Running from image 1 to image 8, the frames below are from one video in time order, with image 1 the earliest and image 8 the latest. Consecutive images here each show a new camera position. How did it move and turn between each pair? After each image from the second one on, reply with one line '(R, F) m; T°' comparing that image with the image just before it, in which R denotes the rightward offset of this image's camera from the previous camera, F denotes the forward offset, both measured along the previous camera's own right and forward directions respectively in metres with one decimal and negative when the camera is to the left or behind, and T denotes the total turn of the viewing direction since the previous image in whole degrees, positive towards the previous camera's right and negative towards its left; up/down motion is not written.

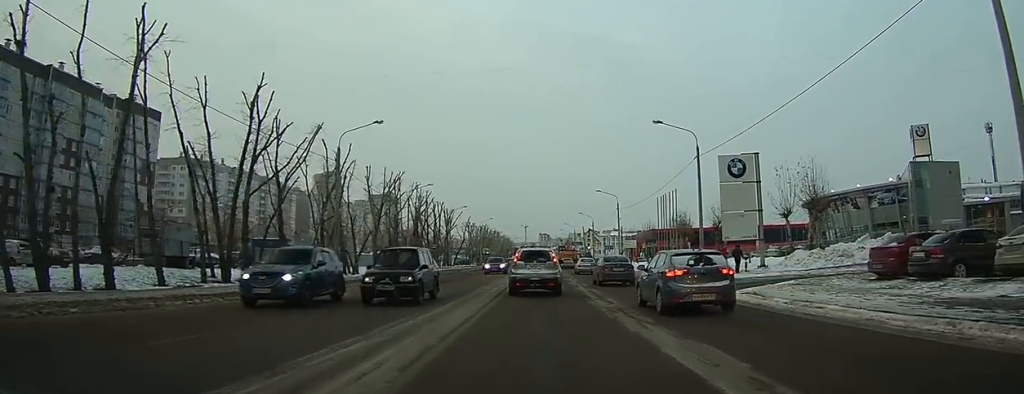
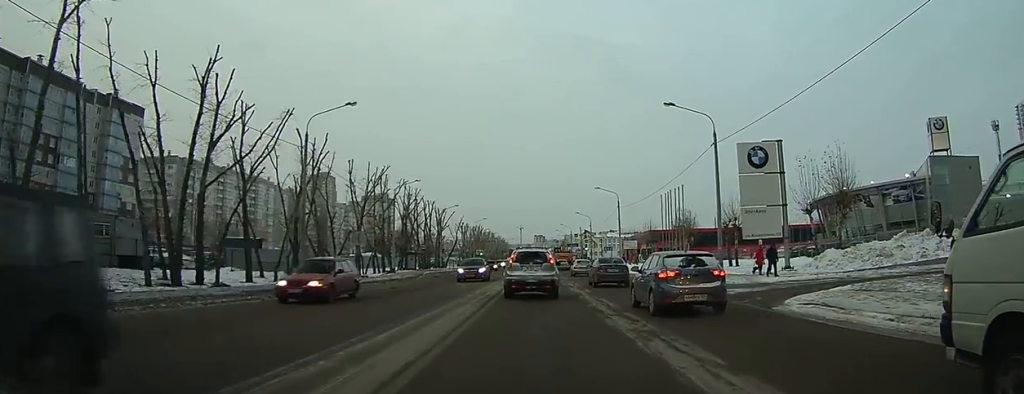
(0.0, +3.6) m; +1°
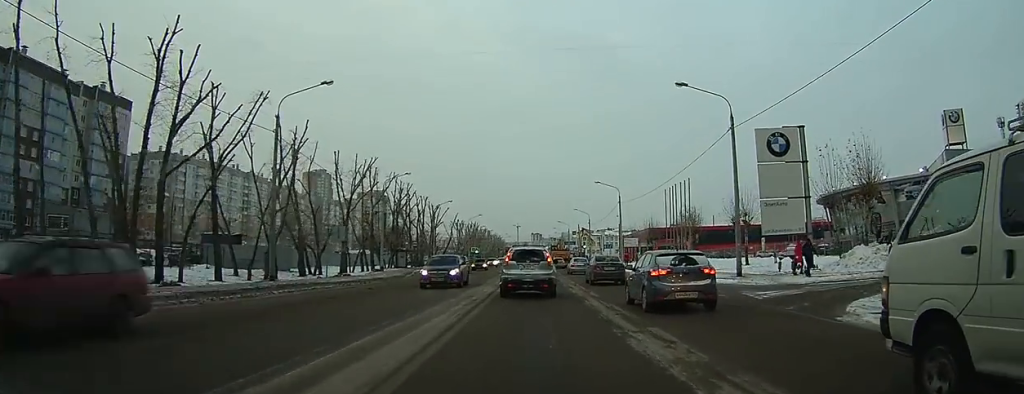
(0.0, +2.9) m; +1°
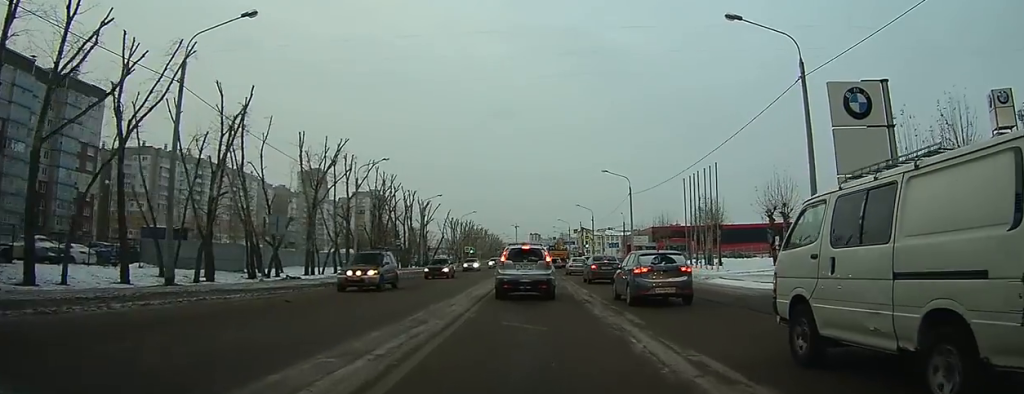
(+0.2, +8.1) m; +3°
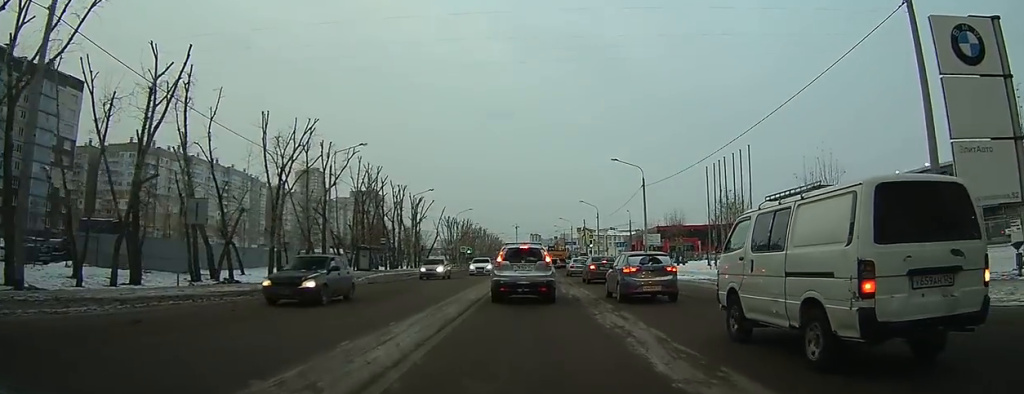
(0.0, +7.8) m; -2°
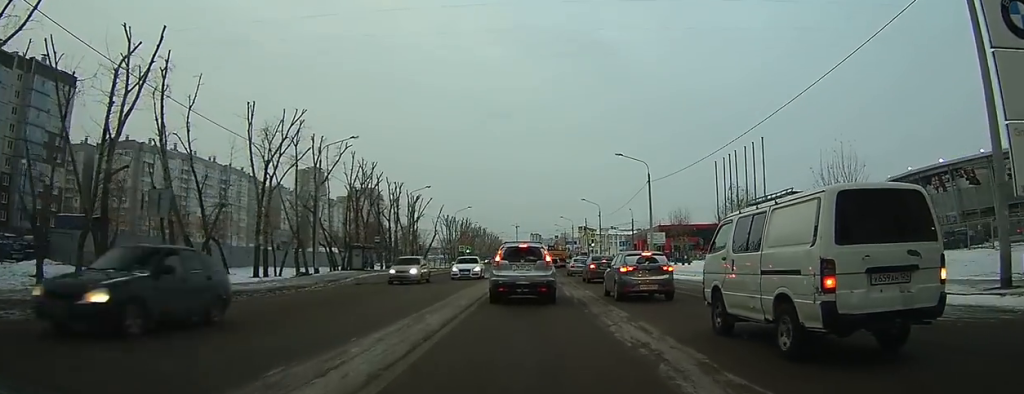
(-0.1, +2.7) m; -1°
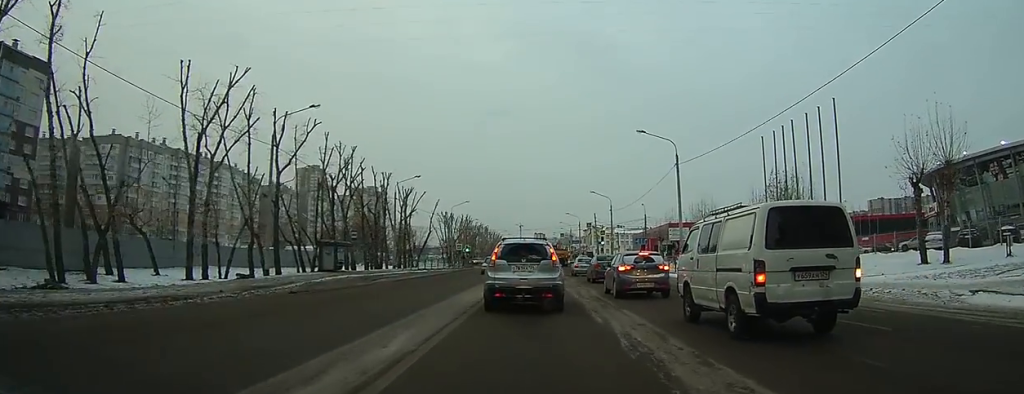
(-0.3, +8.9) m; -4°
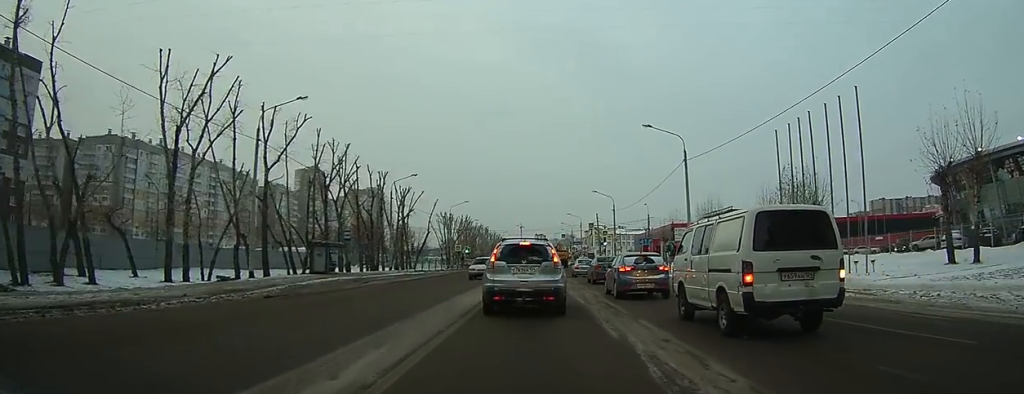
(0.0, +1.9) m; -1°
